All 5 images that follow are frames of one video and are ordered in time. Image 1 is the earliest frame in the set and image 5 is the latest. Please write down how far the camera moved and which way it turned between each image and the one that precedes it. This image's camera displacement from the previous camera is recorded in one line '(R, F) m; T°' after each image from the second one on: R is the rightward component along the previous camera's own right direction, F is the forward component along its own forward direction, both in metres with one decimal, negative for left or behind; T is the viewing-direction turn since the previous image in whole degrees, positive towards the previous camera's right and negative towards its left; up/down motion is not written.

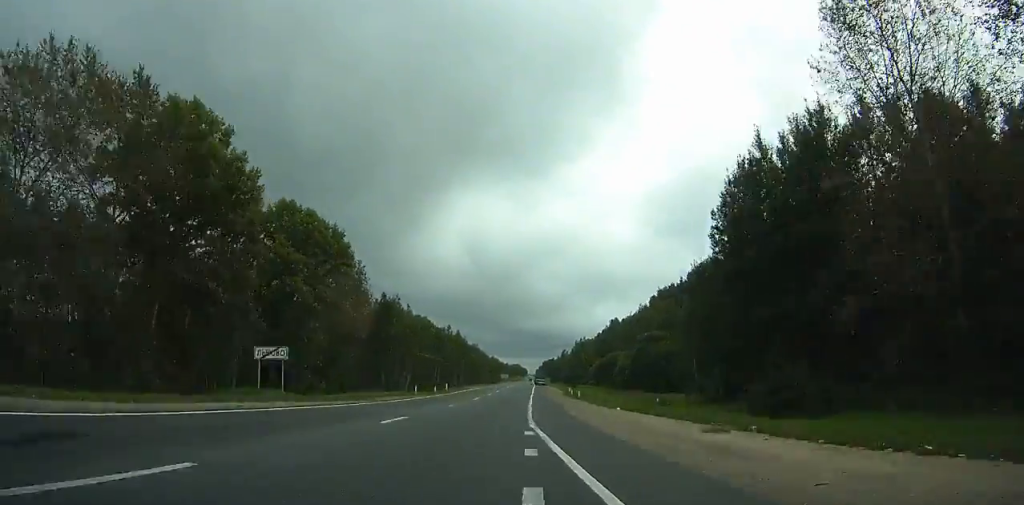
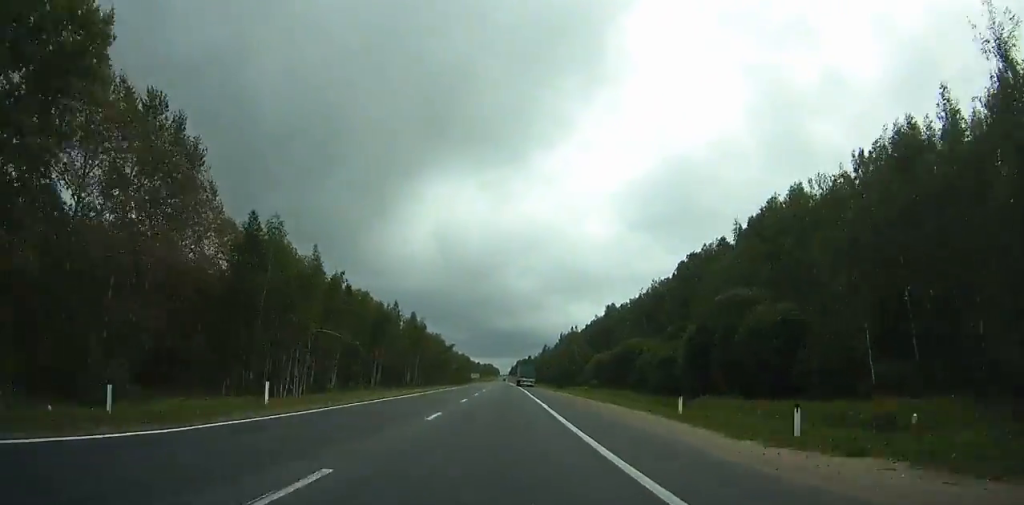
(+0.8, +47.8) m; +1°
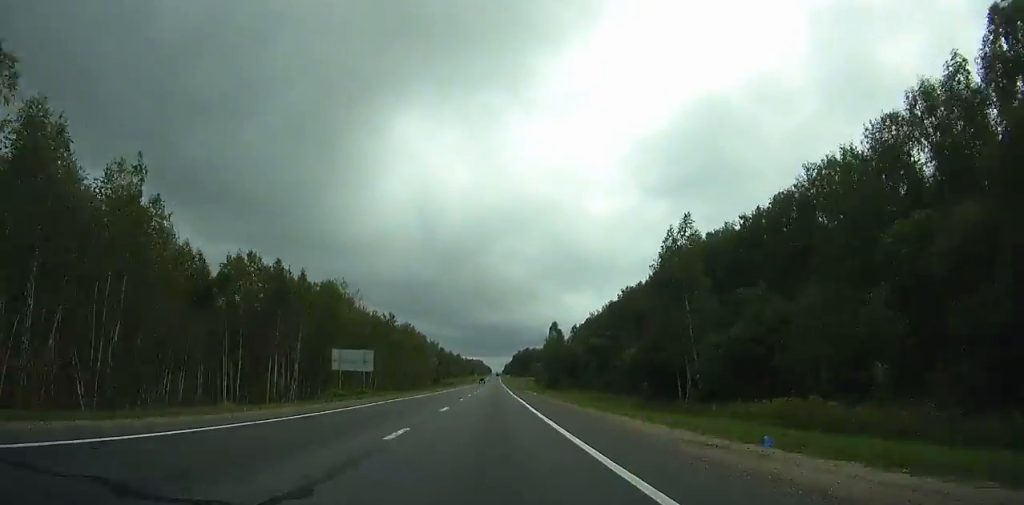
(+3.6, +222.1) m; 0°
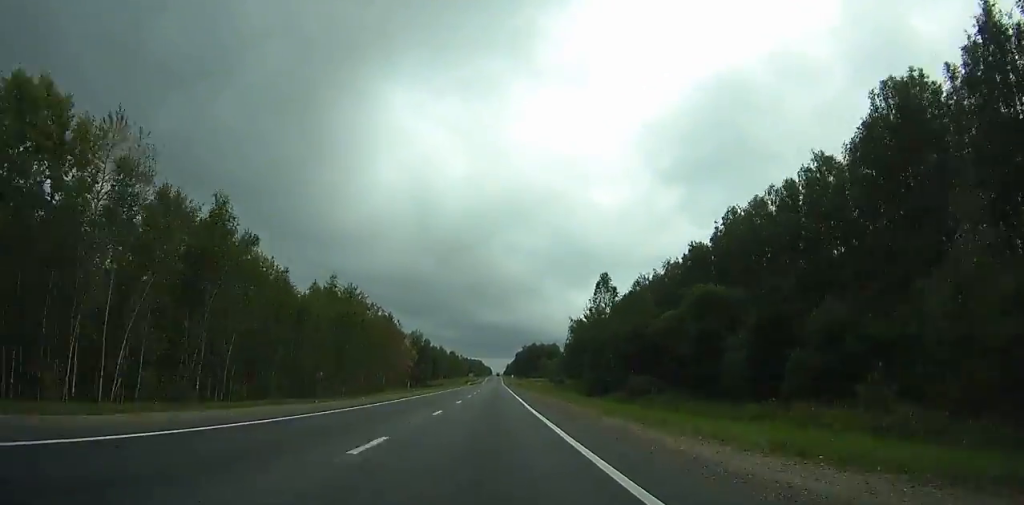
(+0.7, +74.5) m; +1°
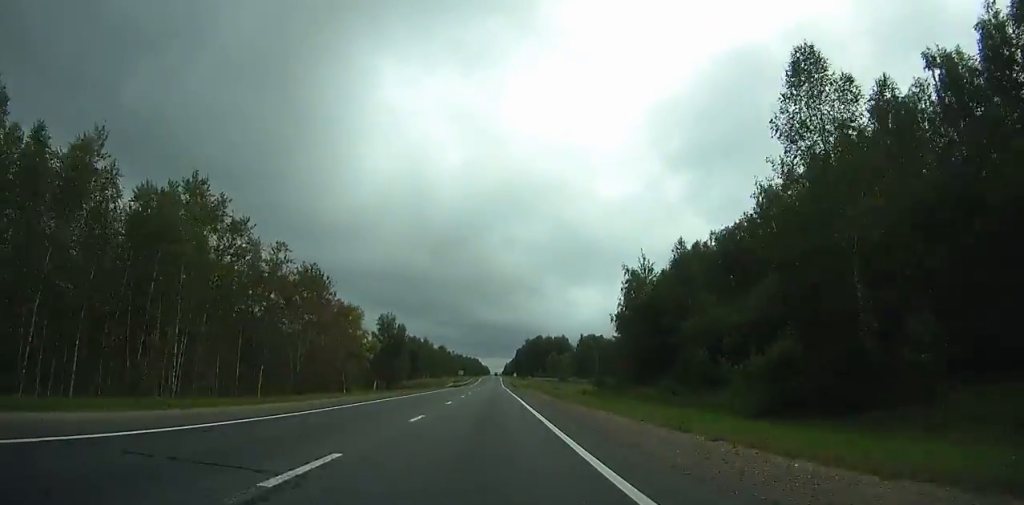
(+0.1, +63.7) m; 0°
